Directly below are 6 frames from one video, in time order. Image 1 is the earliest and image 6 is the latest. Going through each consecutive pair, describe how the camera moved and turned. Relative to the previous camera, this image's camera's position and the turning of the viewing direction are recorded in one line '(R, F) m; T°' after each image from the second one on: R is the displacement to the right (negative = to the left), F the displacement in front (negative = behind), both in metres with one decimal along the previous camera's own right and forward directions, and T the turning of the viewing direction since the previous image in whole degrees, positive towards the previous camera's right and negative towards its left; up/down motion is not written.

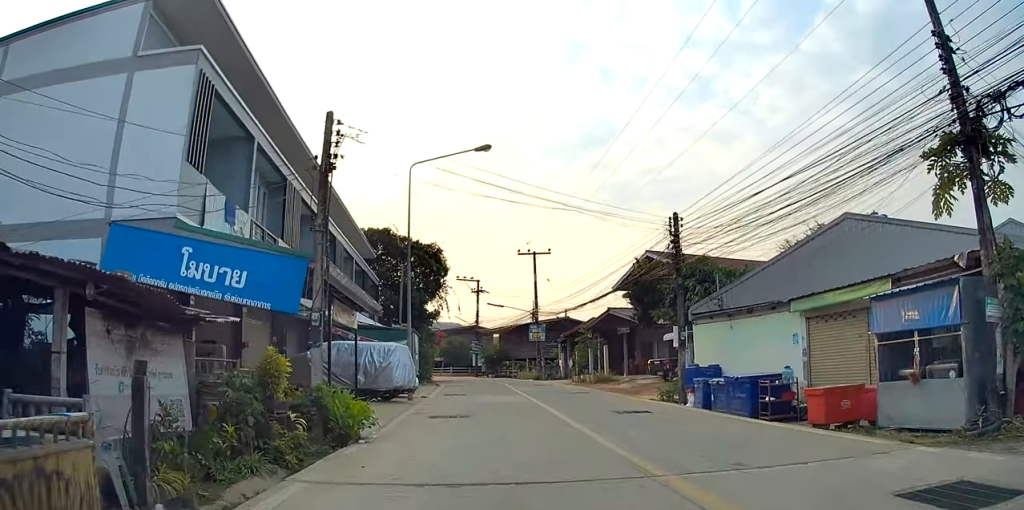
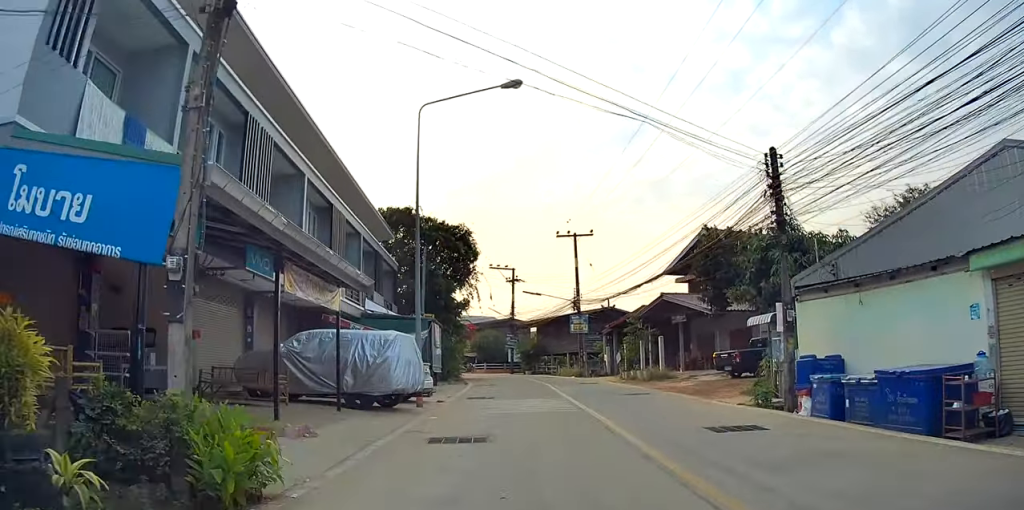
(+0.5, +8.2) m; +5°
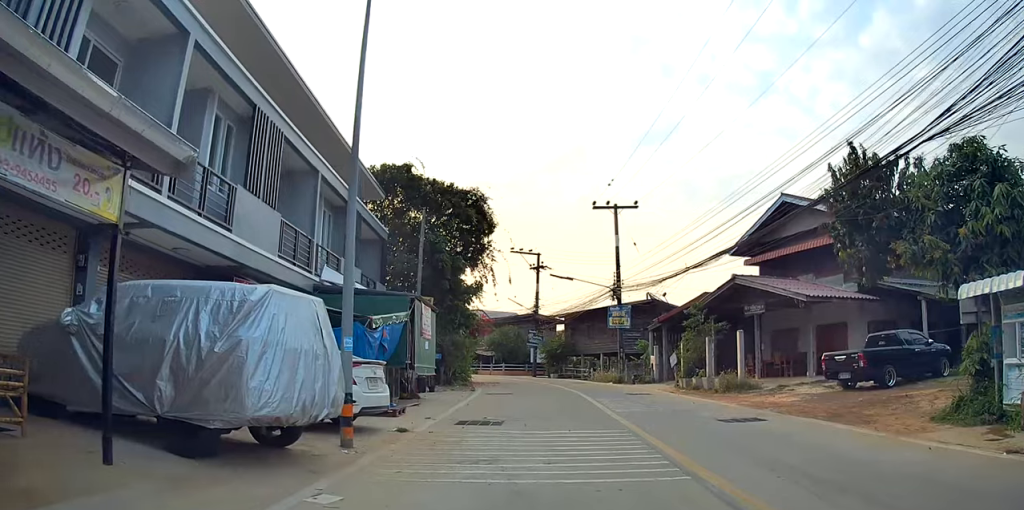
(+1.4, +11.7) m; +16°
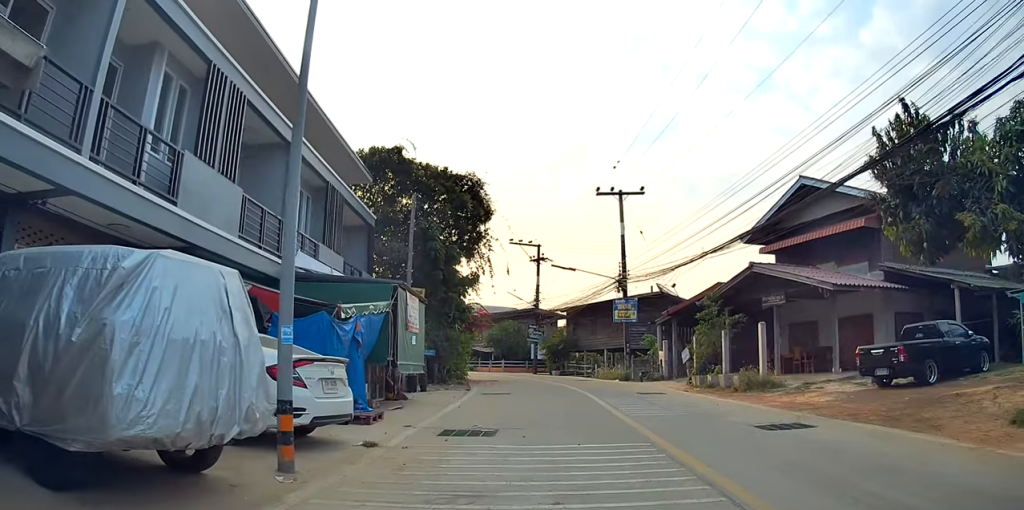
(+0.2, +3.3) m; +3°
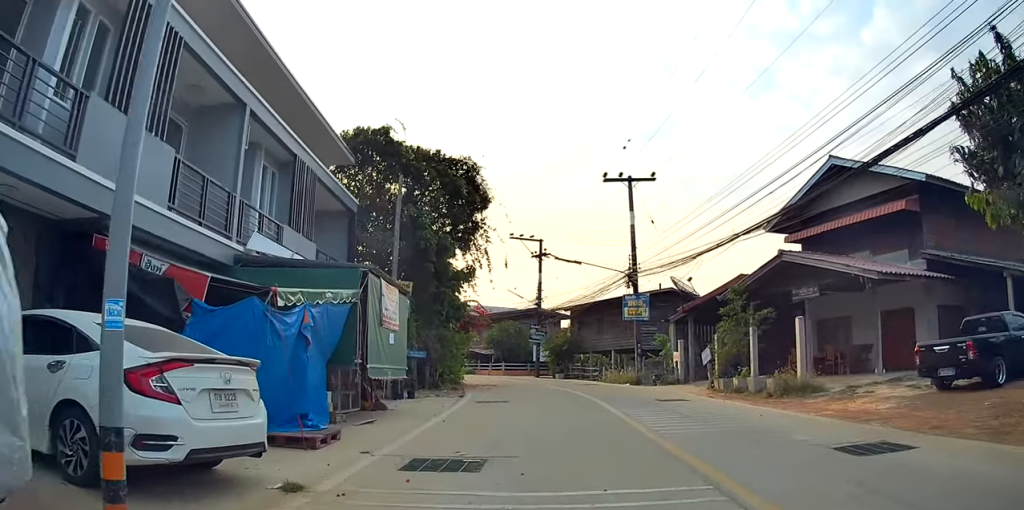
(+0.1, +4.3) m; -4°
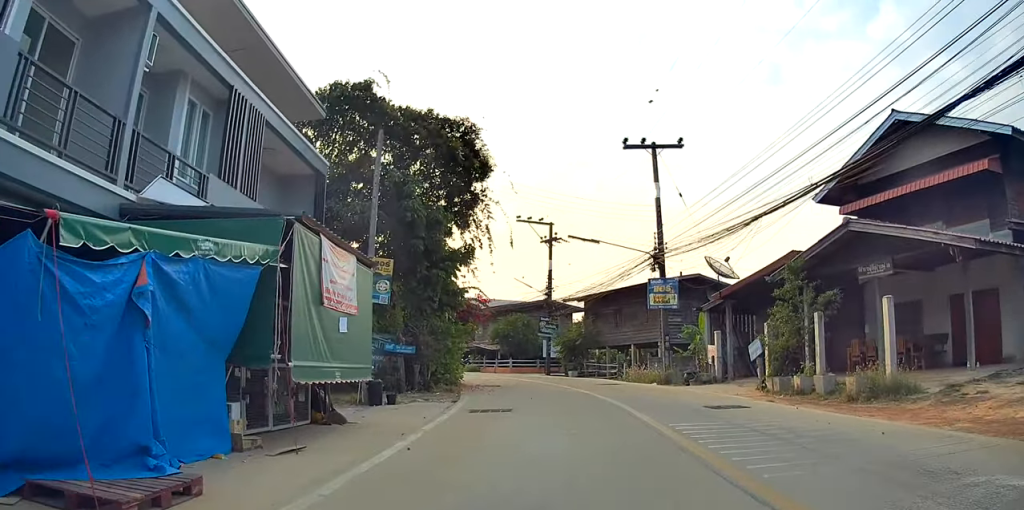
(+0.3, +7.3) m; +12°
